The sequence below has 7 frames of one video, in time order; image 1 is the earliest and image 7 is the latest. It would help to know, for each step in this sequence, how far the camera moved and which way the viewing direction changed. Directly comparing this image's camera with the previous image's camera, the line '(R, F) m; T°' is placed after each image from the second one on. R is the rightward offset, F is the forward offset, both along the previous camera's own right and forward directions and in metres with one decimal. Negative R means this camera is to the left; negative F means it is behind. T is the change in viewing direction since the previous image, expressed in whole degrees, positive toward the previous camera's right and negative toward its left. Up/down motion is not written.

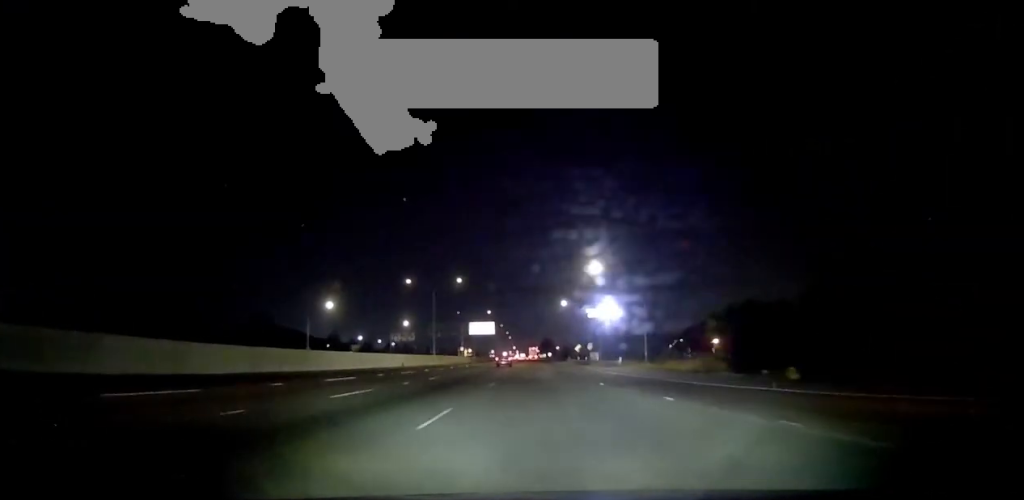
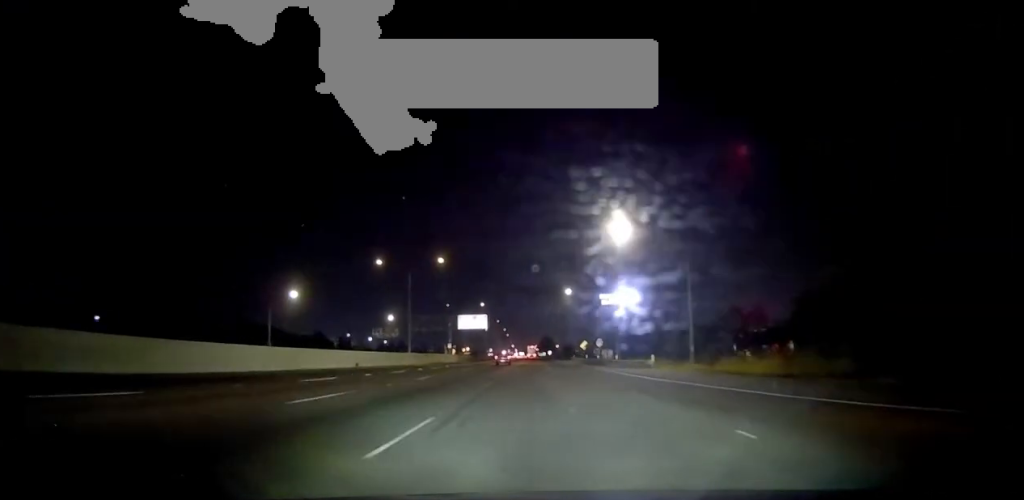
(-0.4, +17.4) m; 0°
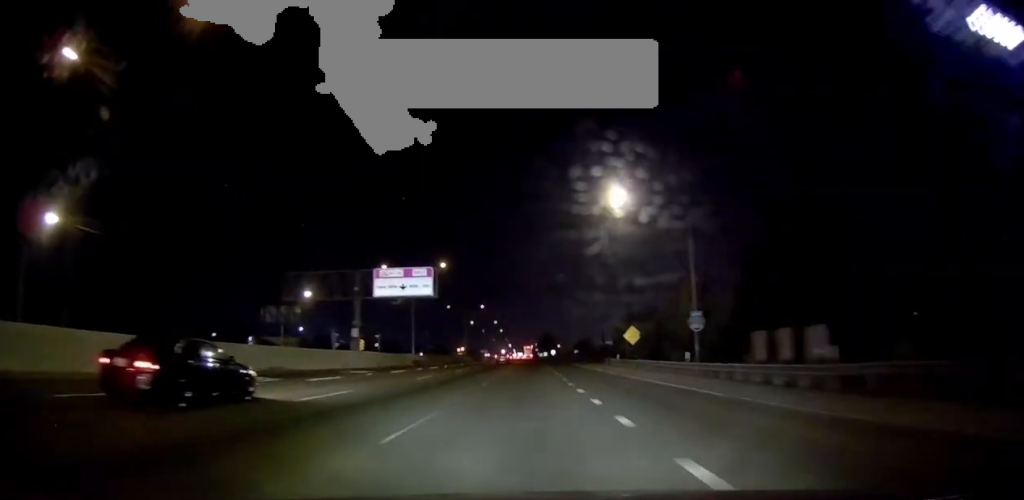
(+1.1, +57.3) m; +1°
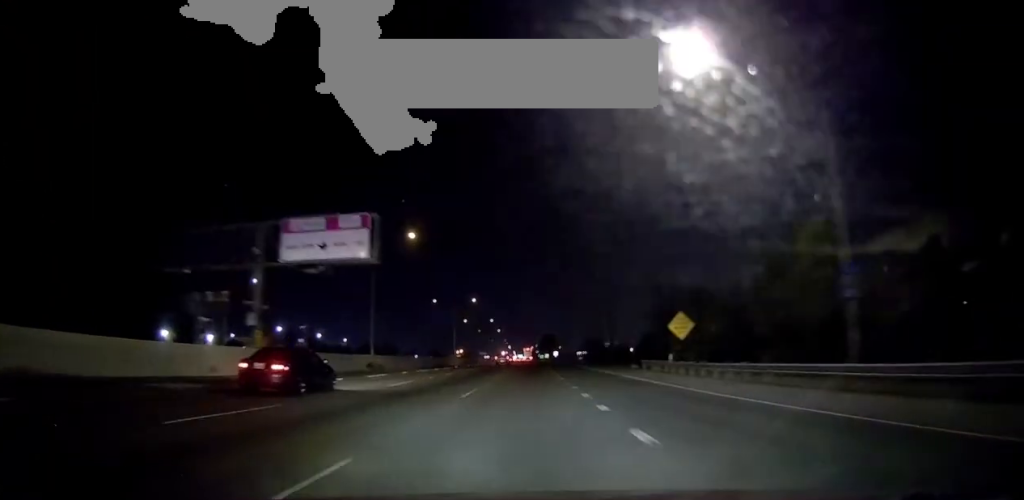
(+0.2, +20.1) m; -1°
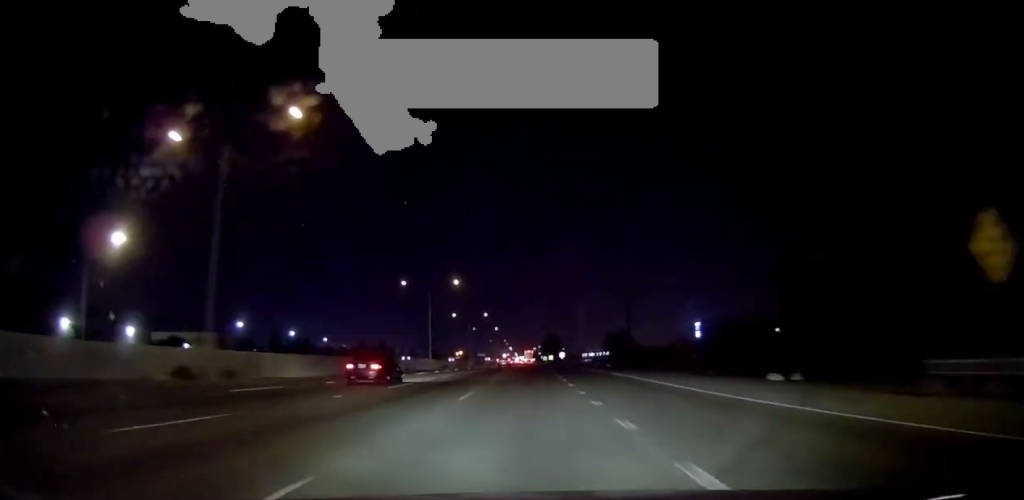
(-0.6, +30.3) m; 0°
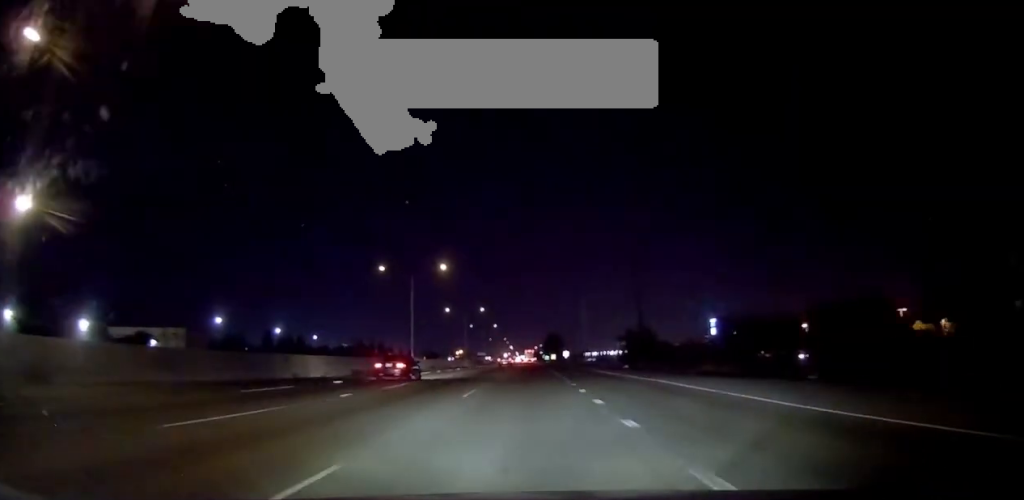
(+0.4, +13.9) m; 0°
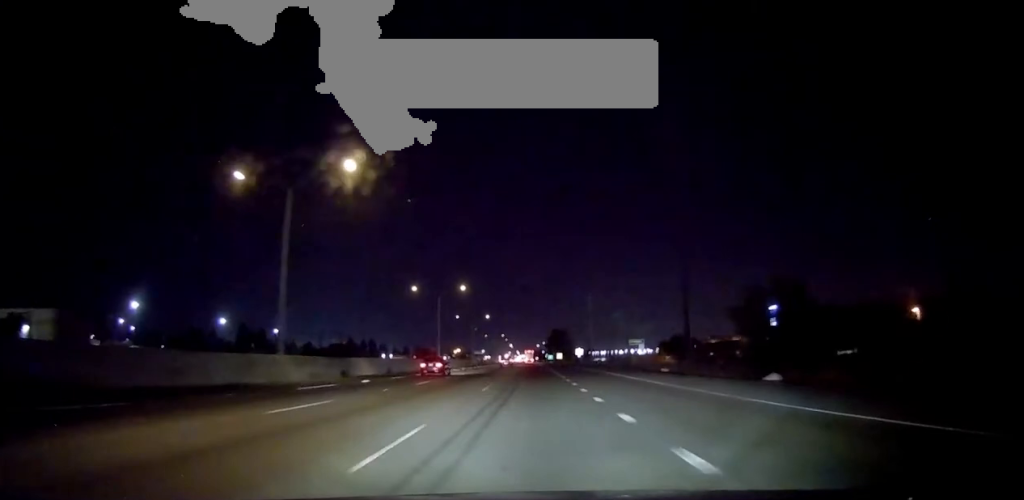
(-0.4, +39.8) m; 0°
